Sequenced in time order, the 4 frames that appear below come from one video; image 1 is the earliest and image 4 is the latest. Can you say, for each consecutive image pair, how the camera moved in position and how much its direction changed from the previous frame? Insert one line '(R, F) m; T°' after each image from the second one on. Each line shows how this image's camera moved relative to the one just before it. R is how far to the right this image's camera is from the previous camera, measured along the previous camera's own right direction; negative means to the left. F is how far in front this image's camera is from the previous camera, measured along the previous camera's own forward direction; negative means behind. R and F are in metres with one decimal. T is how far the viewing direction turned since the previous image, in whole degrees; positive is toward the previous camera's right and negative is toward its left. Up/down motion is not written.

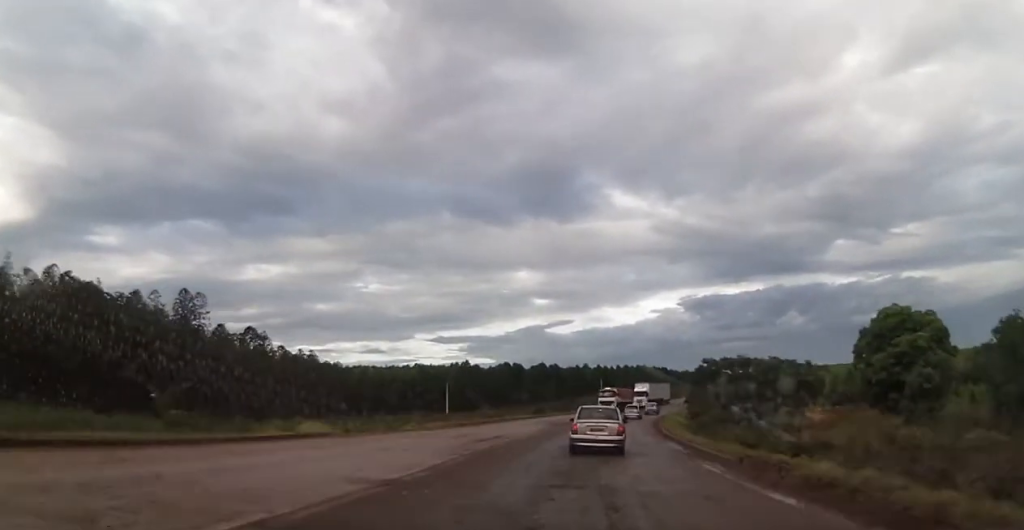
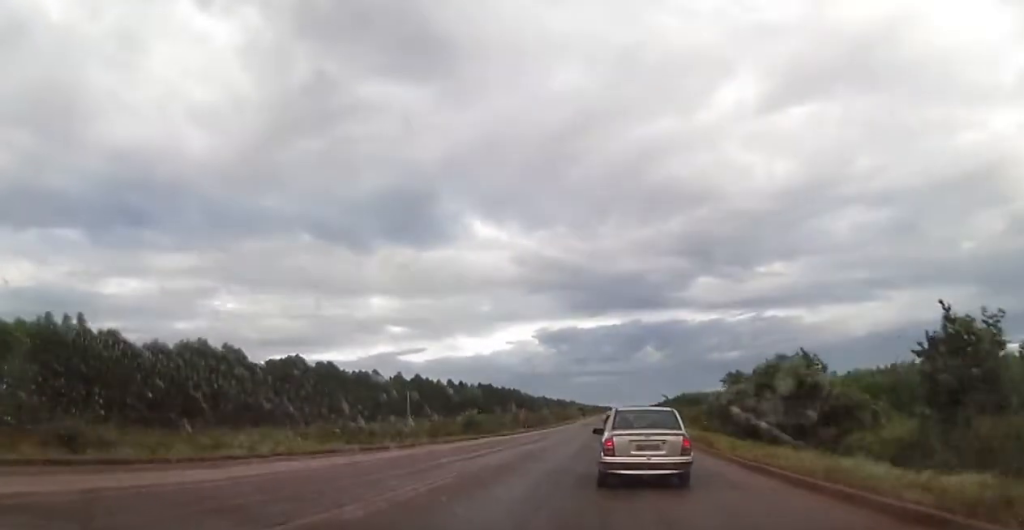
(+16.7, +119.1) m; +15°
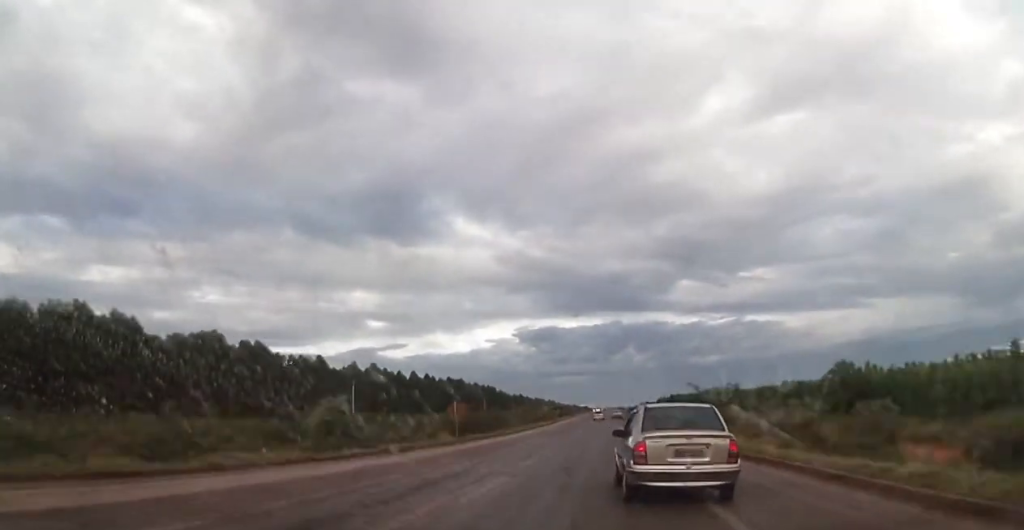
(+0.2, +28.9) m; +2°
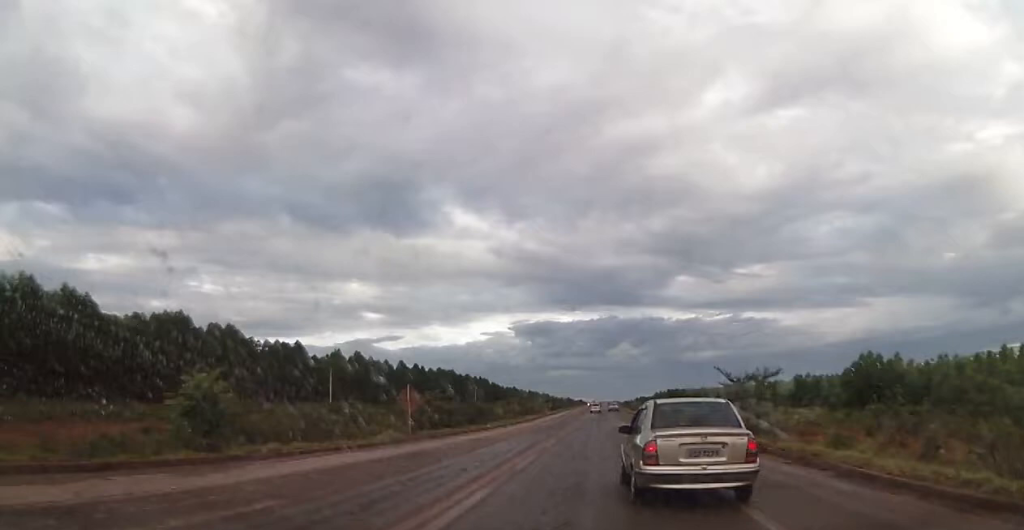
(+0.1, +10.9) m; +1°
